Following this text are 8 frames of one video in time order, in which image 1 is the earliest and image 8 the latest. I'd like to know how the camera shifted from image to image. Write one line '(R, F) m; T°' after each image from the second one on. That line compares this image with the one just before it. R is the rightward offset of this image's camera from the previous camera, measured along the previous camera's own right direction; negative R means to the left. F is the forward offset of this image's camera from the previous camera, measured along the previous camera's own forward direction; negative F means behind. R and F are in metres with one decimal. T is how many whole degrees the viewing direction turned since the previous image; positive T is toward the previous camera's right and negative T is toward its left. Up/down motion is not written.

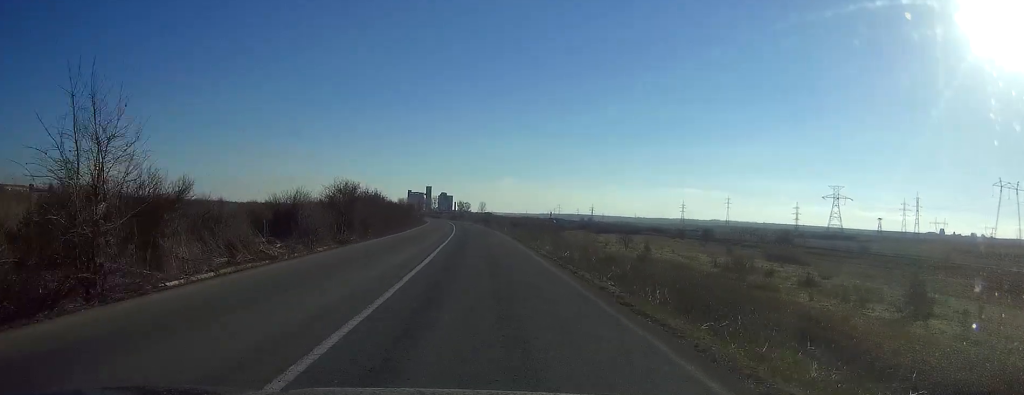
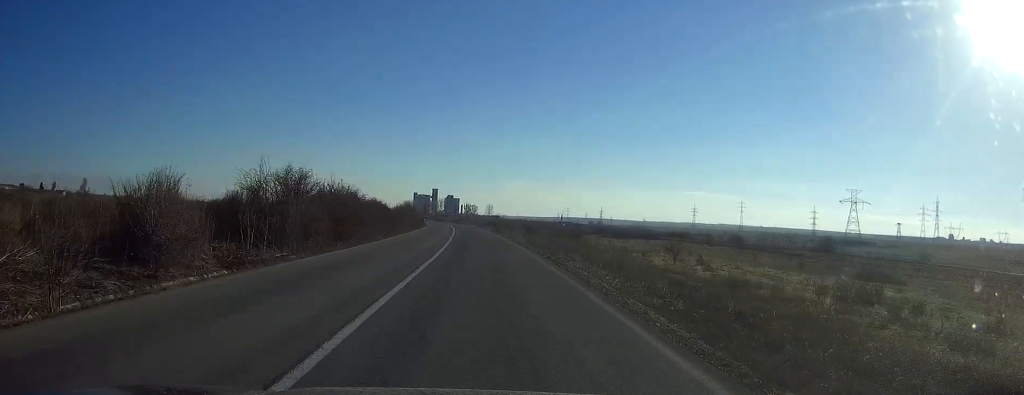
(-0.1, +19.8) m; 0°
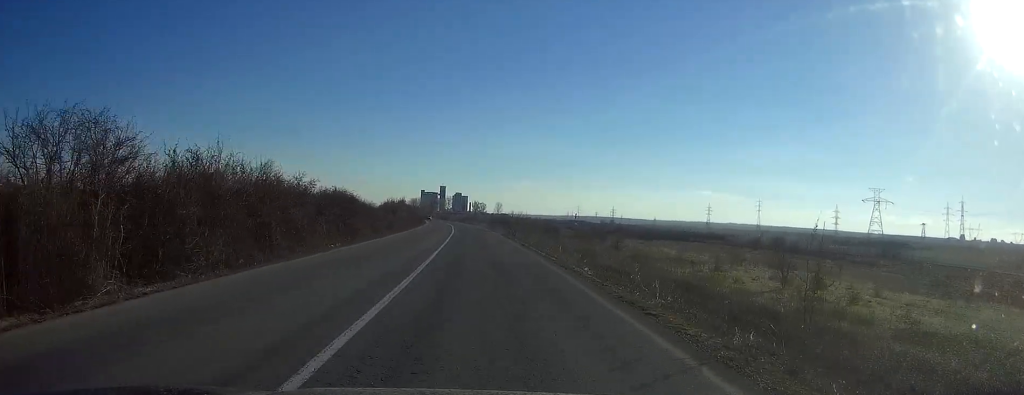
(-0.2, +24.2) m; -1°
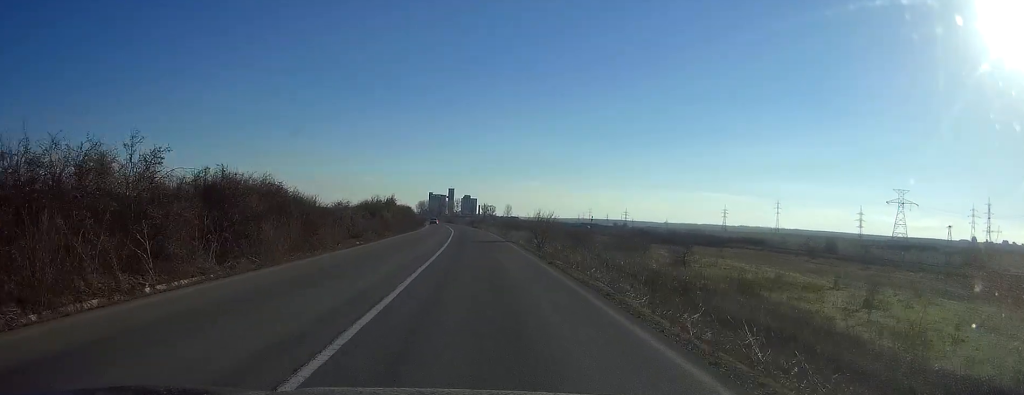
(-0.2, +24.2) m; -1°
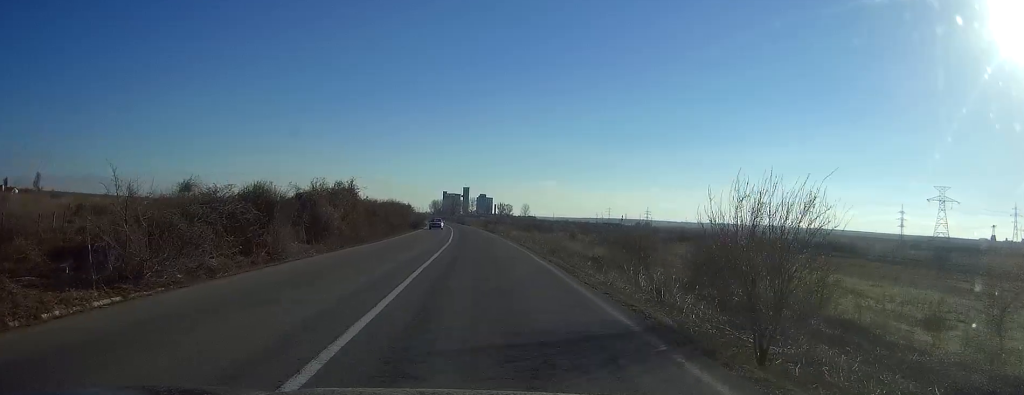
(-0.3, +37.7) m; -1°
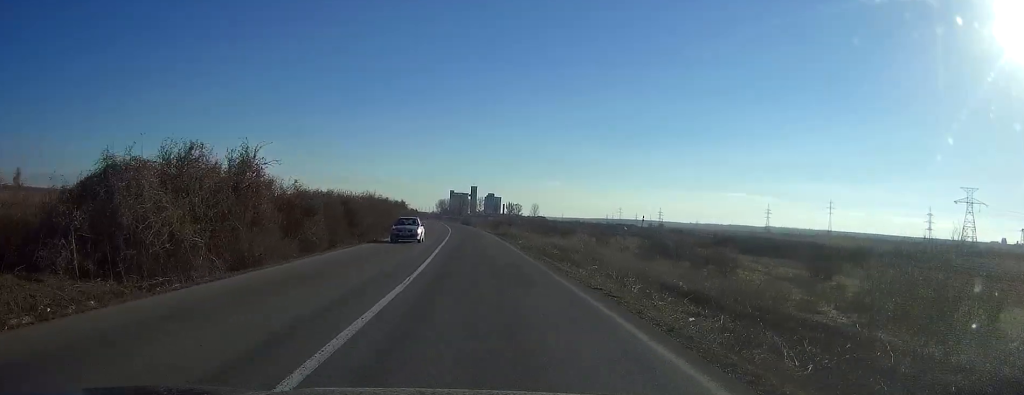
(-0.3, +25.9) m; -1°
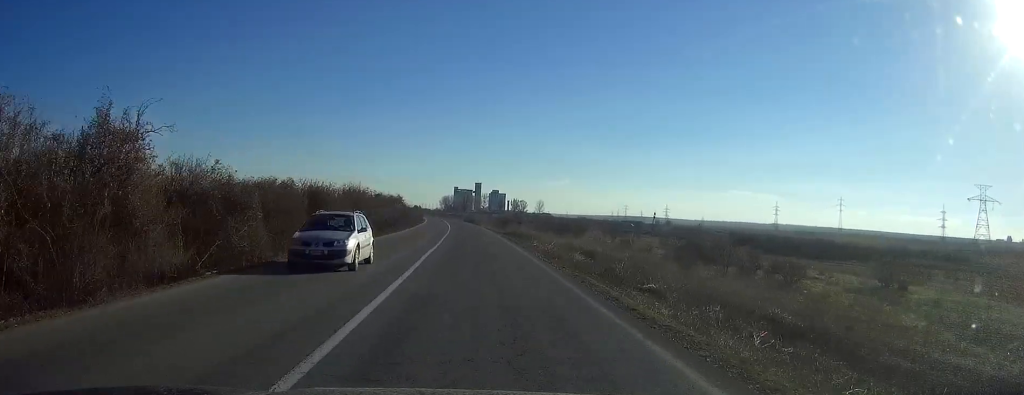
(0.0, +11.7) m; 0°
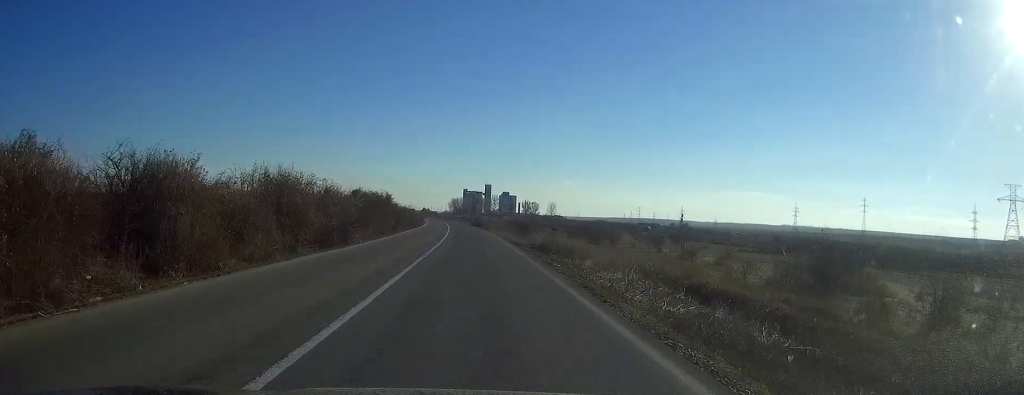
(-0.1, +25.1) m; -1°
